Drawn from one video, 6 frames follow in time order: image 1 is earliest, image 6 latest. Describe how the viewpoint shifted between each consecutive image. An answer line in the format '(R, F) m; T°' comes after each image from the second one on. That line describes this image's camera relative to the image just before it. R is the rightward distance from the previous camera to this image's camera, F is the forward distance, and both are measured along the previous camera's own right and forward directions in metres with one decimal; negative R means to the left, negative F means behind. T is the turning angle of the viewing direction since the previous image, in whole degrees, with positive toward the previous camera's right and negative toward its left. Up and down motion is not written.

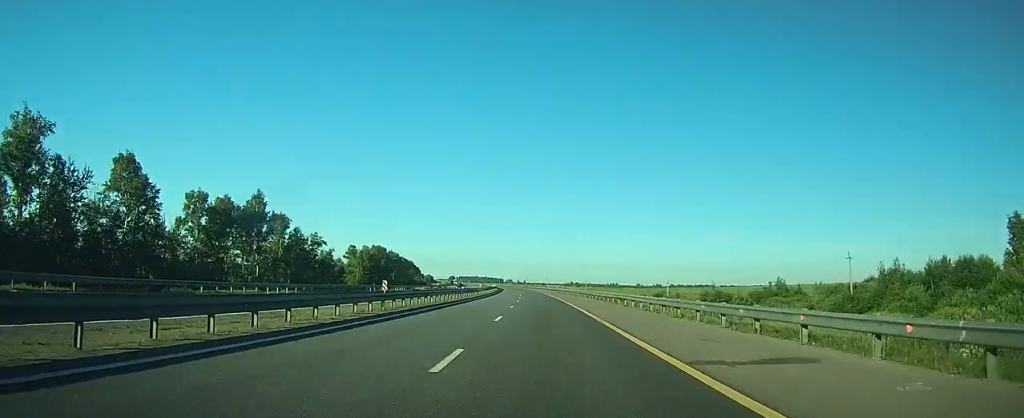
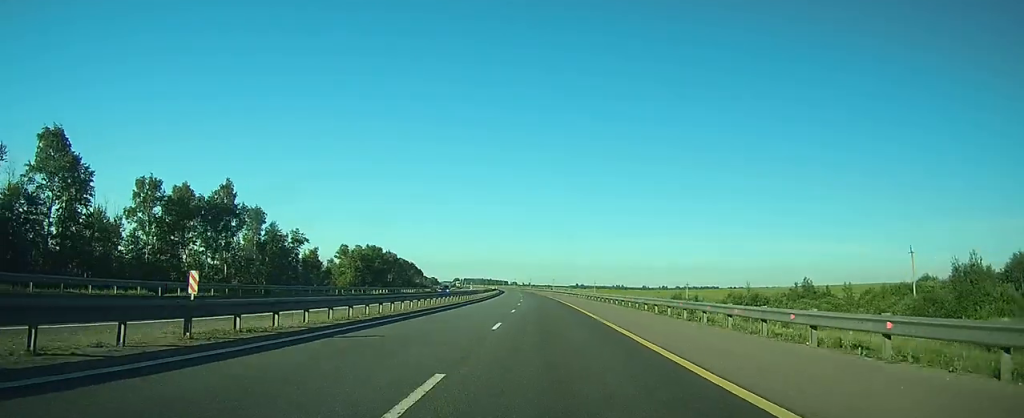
(0.0, +15.2) m; -1°
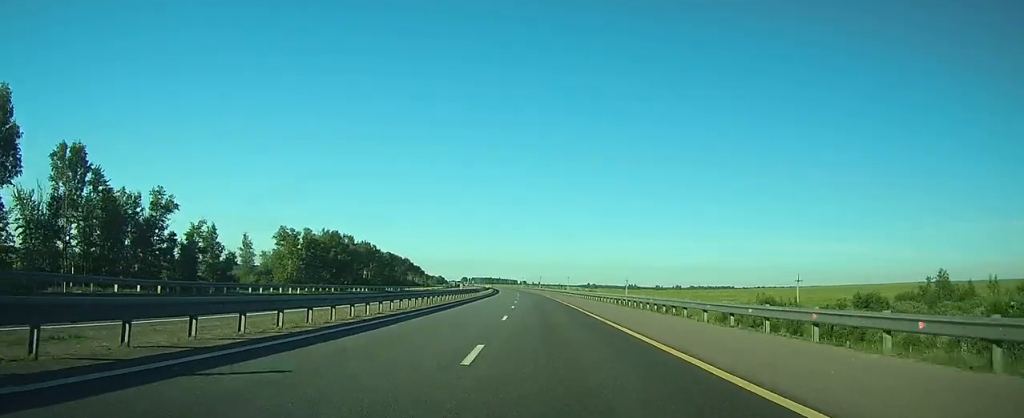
(-0.8, +56.5) m; -1°
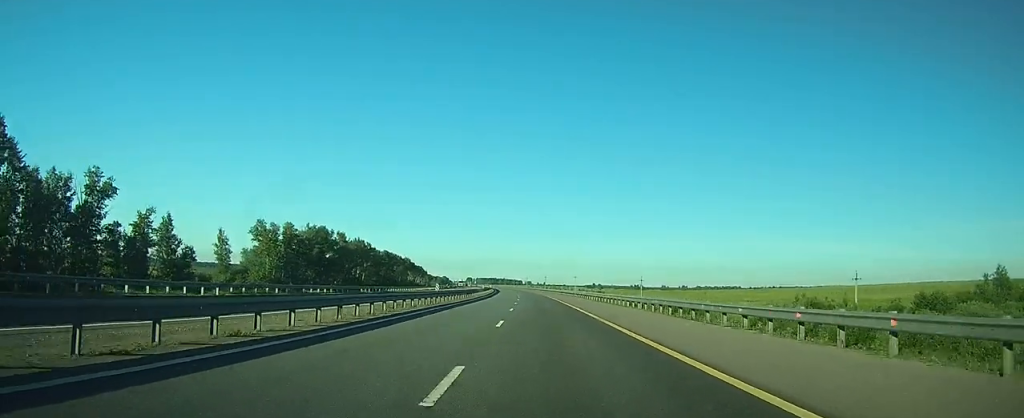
(0.0, +15.2) m; 0°
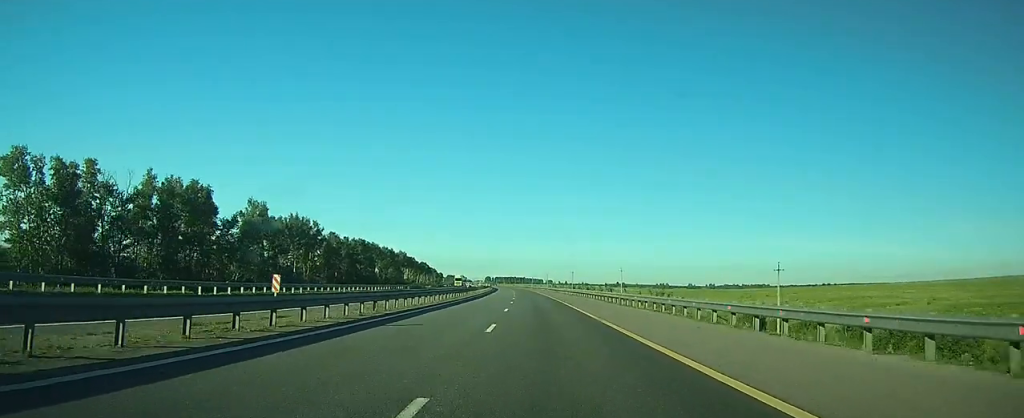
(-1.3, +75.0) m; -2°
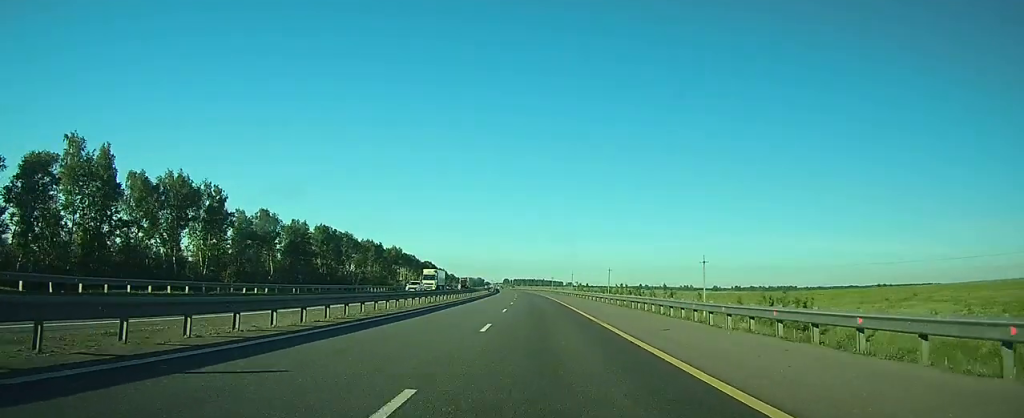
(-0.9, +59.6) m; -2°
